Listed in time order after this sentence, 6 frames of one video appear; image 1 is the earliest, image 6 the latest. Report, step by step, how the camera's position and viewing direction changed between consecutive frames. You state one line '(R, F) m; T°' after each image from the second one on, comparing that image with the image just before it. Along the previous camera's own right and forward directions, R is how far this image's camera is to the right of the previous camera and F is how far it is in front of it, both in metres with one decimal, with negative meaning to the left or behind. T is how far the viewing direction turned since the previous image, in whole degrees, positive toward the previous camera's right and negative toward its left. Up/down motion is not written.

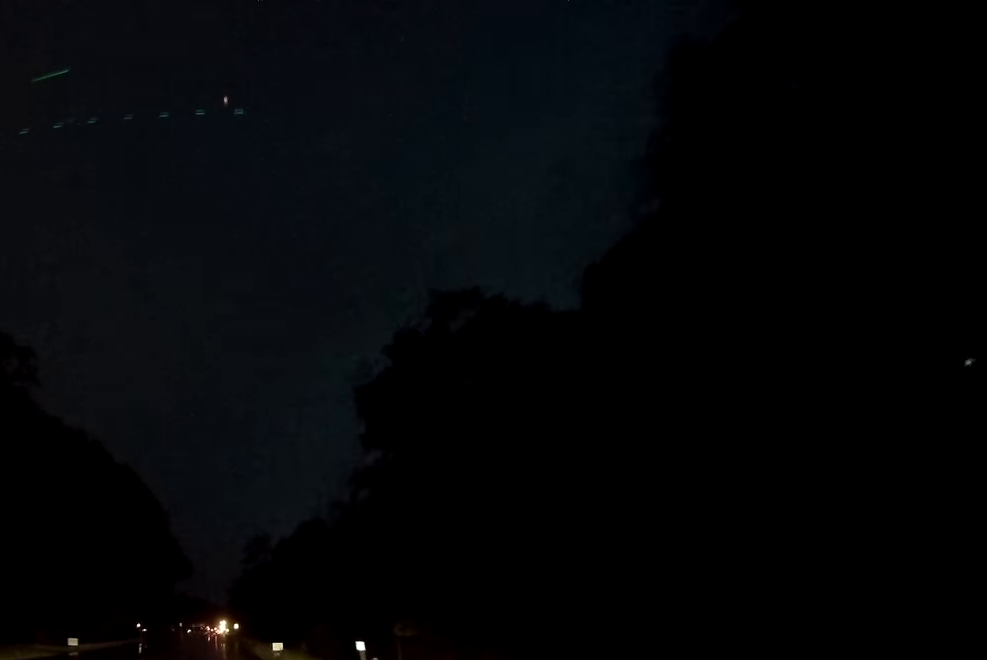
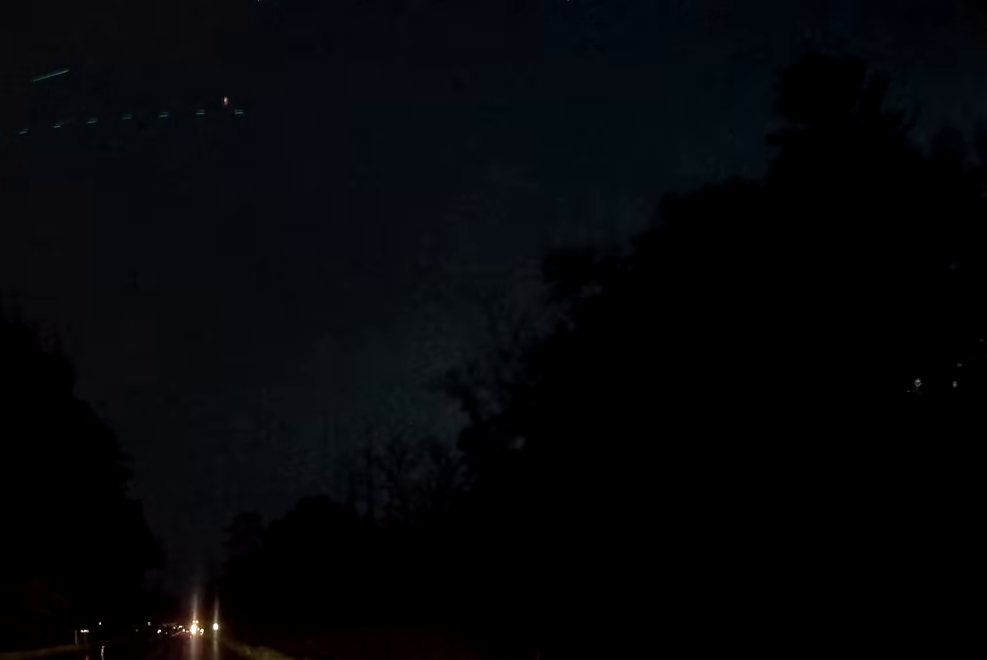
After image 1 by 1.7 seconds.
(+0.6, +33.5) m; +2°
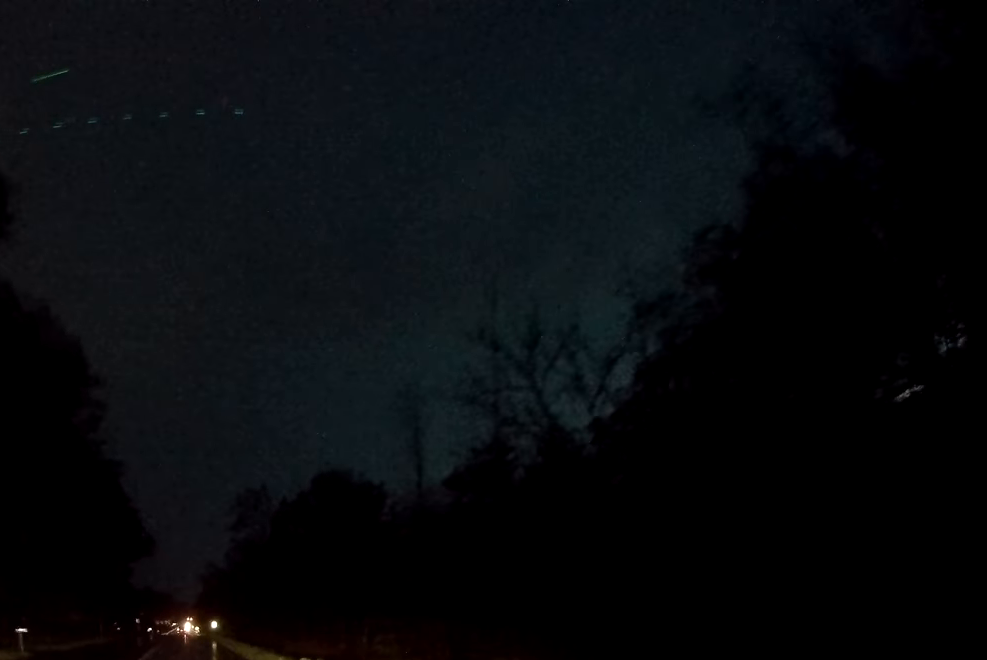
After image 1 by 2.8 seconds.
(-0.1, +21.2) m; -1°
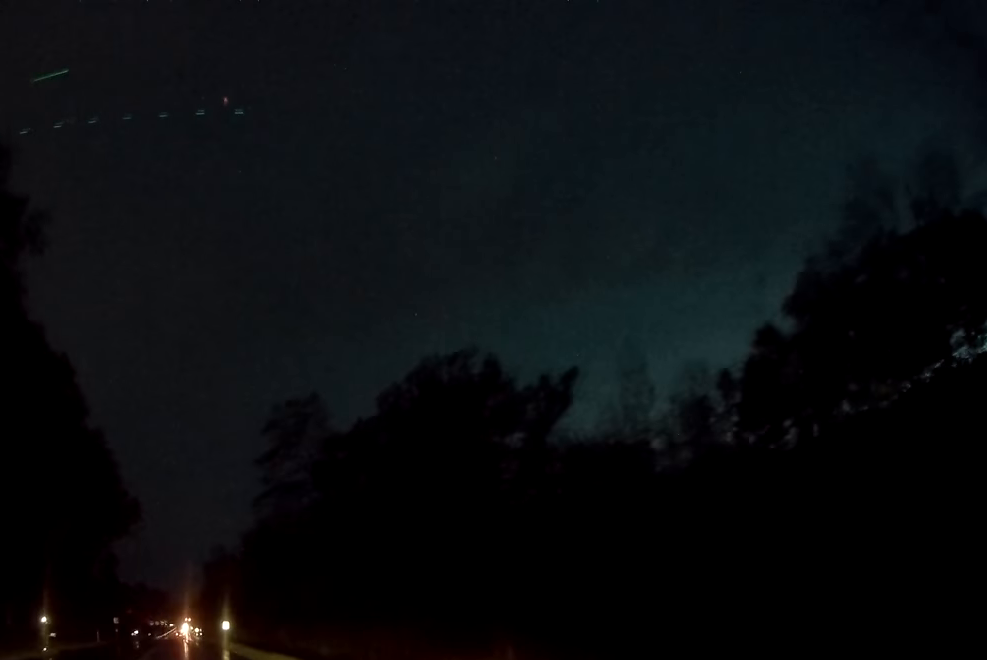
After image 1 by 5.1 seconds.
(+0.3, +43.0) m; +1°
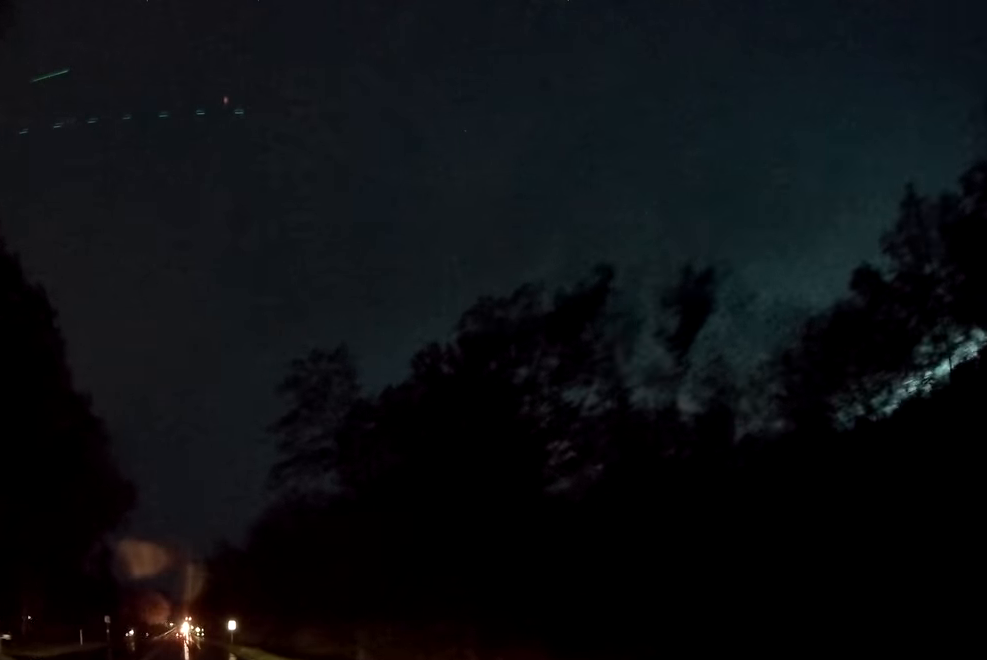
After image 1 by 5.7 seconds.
(0.0, +11.4) m; 0°
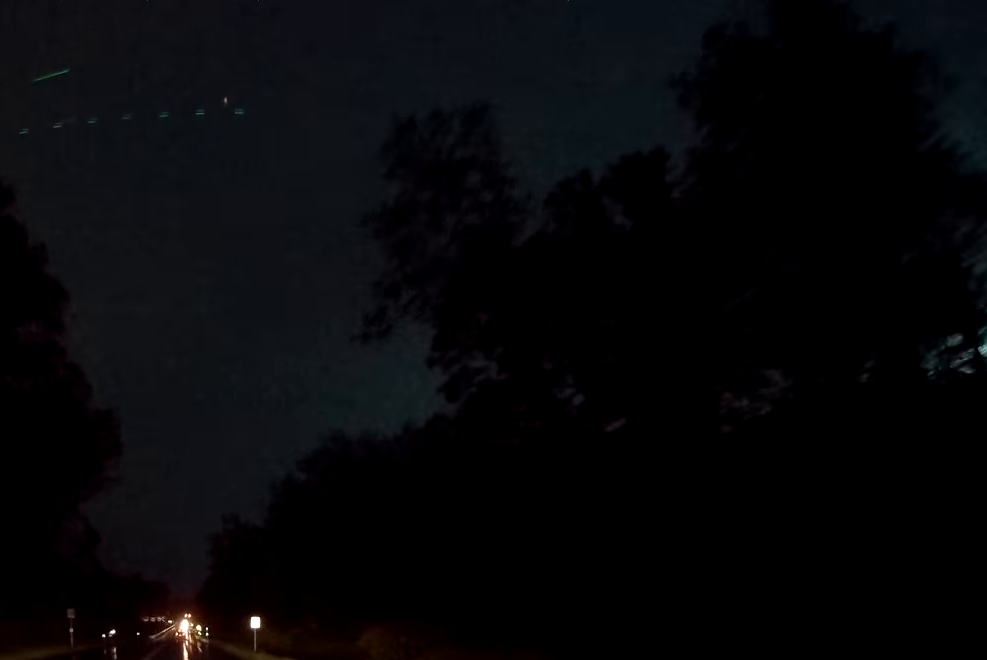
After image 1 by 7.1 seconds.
(-0.1, +27.5) m; 0°
